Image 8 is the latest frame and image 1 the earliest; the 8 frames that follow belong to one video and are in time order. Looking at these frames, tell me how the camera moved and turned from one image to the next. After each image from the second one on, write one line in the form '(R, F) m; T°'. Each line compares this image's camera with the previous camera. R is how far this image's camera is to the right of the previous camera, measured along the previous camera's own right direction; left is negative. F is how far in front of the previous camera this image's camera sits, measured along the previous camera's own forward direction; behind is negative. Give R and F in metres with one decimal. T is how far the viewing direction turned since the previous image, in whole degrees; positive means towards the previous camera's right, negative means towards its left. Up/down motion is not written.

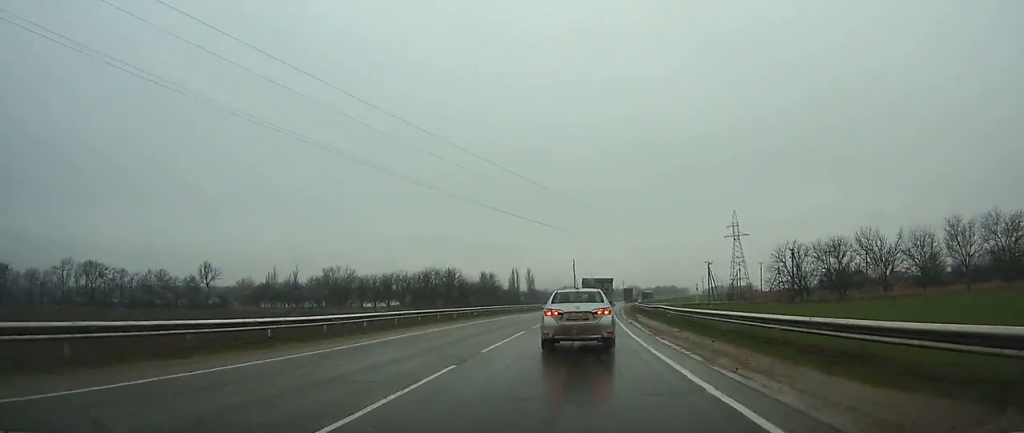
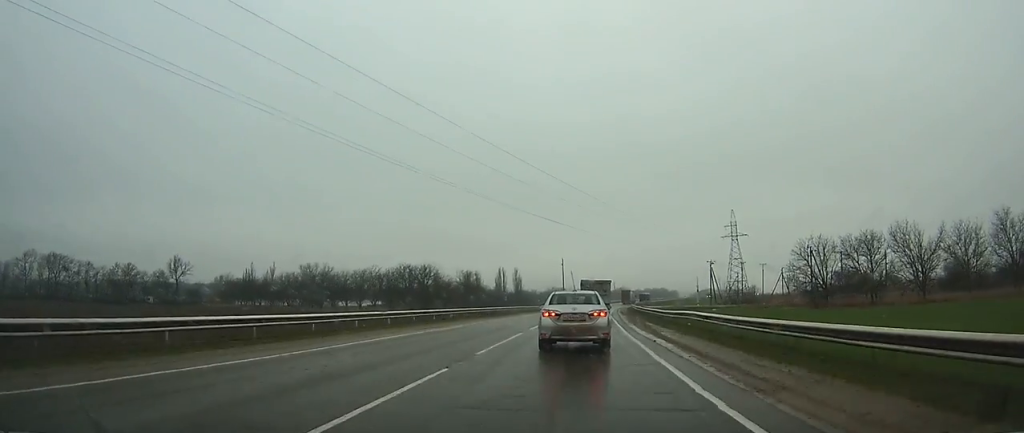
(+0.2, +12.9) m; +1°
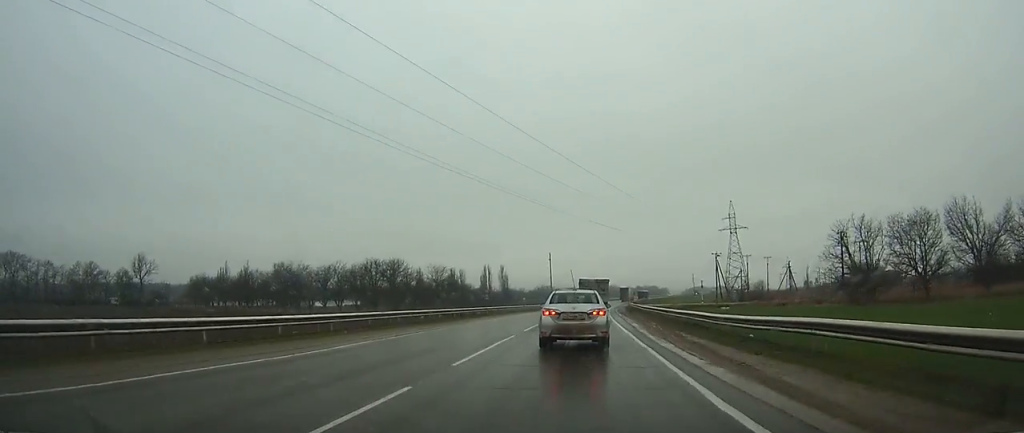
(+0.1, +14.4) m; +1°
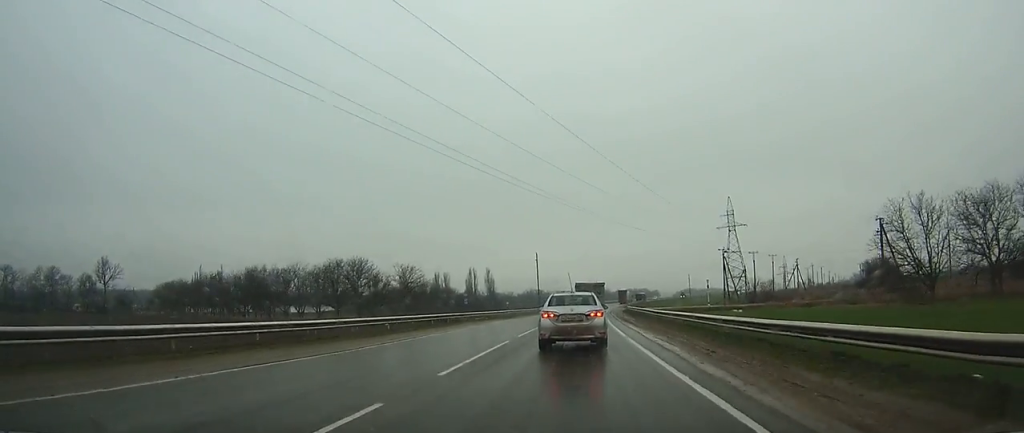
(0.0, +13.2) m; +1°
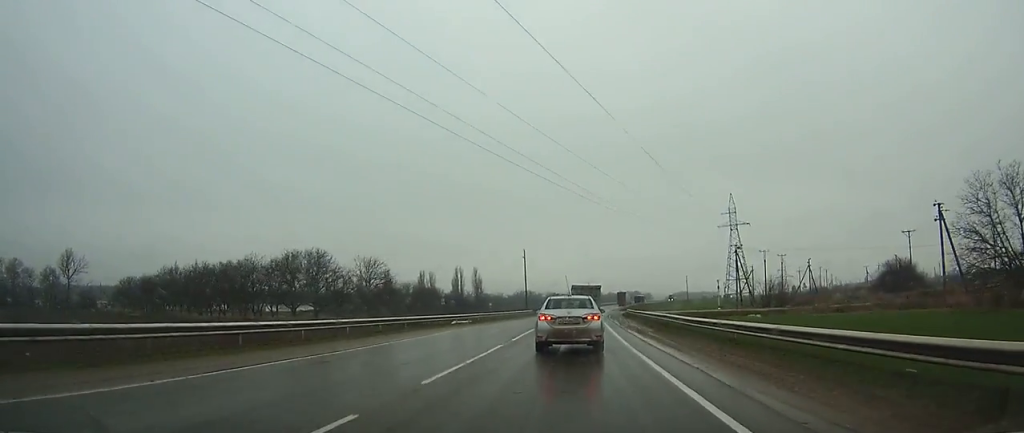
(+0.2, +12.6) m; +1°
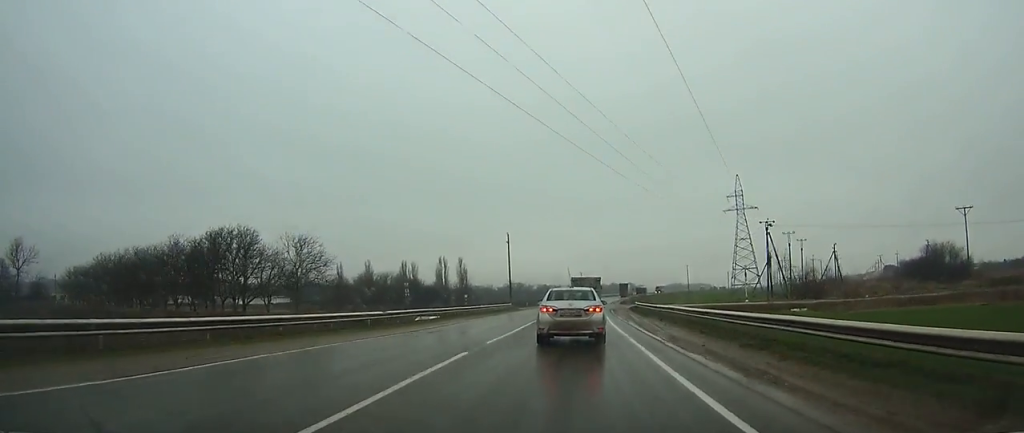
(+0.2, +17.2) m; +1°
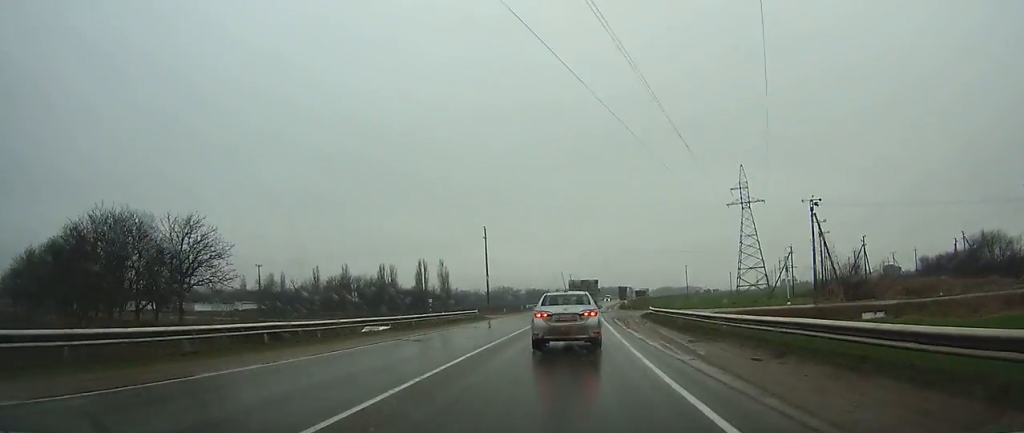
(+0.1, +16.5) m; 0°
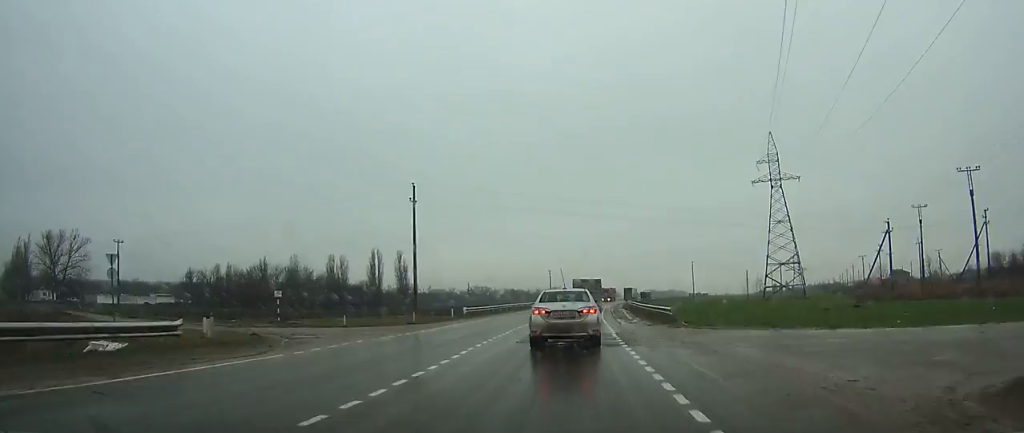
(+0.3, +36.9) m; +1°
